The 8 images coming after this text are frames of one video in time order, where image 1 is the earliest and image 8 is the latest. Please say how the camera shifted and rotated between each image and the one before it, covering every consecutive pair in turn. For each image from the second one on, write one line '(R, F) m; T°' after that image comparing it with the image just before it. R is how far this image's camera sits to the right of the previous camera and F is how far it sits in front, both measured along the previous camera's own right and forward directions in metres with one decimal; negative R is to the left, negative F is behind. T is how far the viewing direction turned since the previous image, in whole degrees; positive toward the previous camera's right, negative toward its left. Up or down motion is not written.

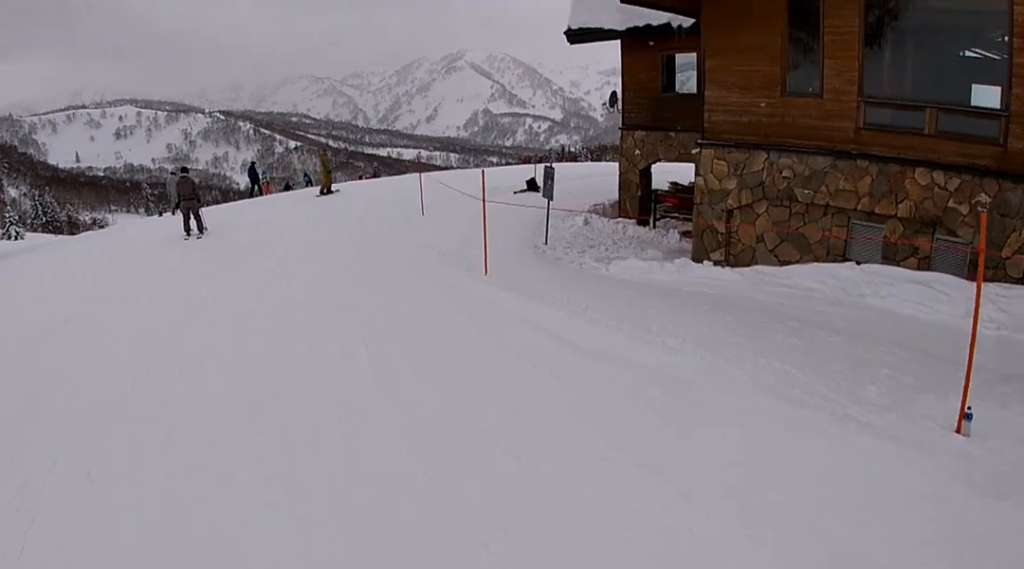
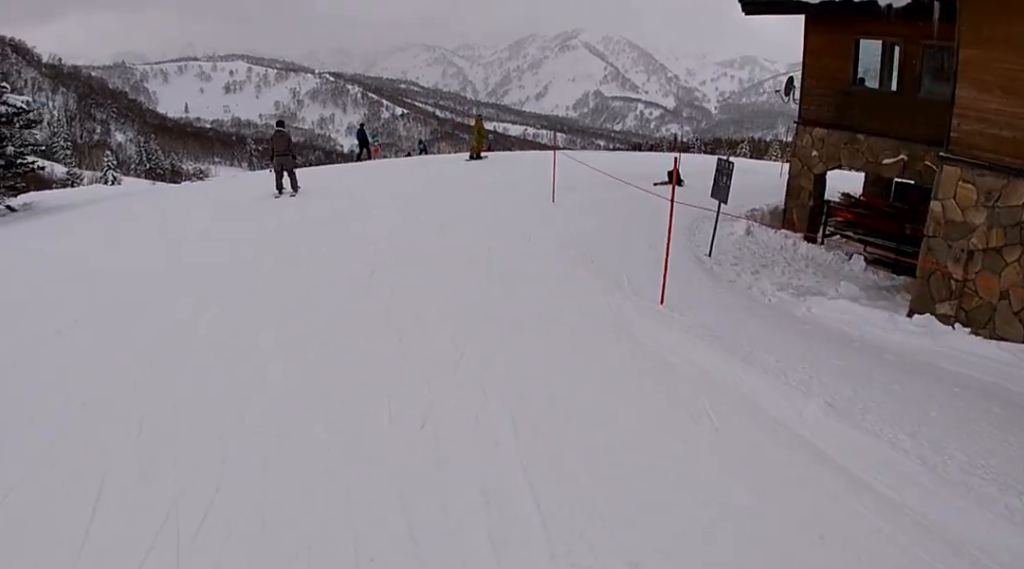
(+0.1, +2.4) m; +2°
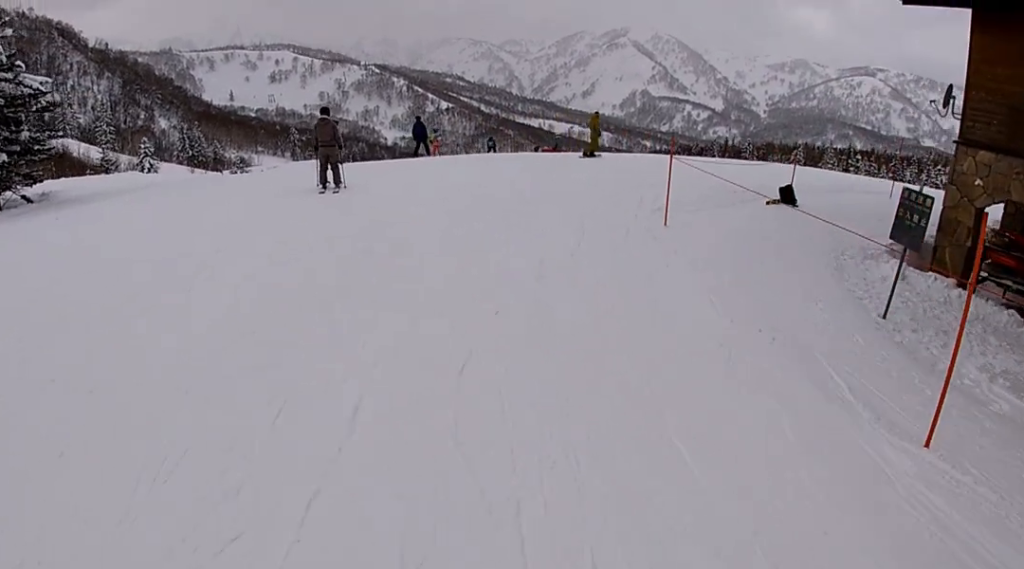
(0.0, +2.9) m; +1°
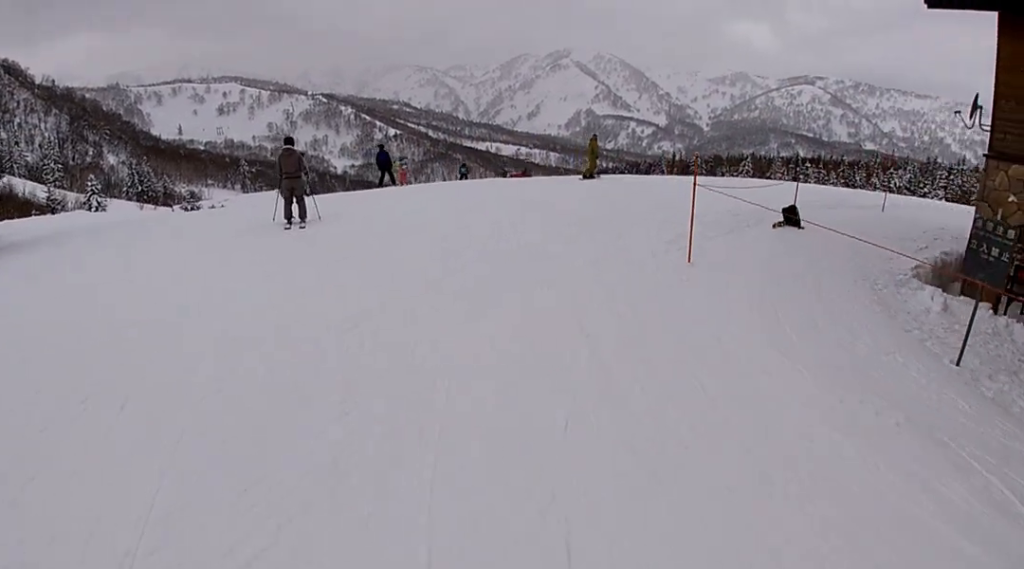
(0.0, +1.8) m; 0°
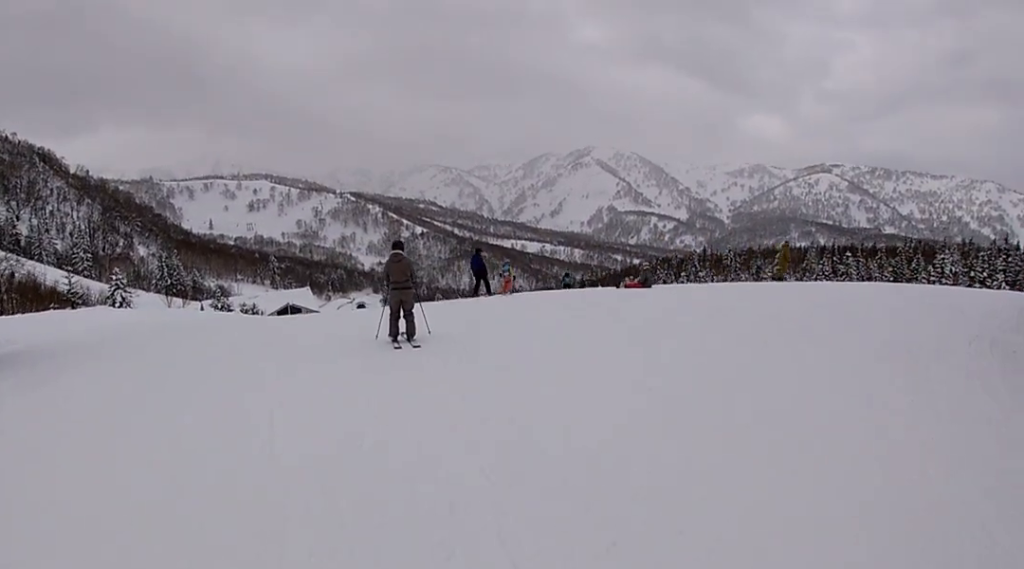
(+0.1, +5.7) m; +1°
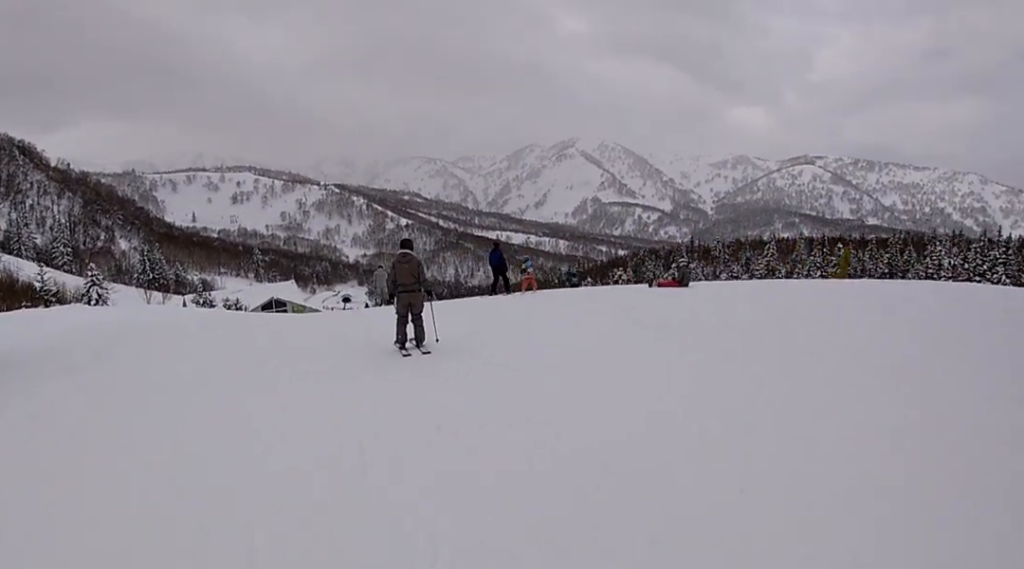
(0.0, +2.8) m; -2°
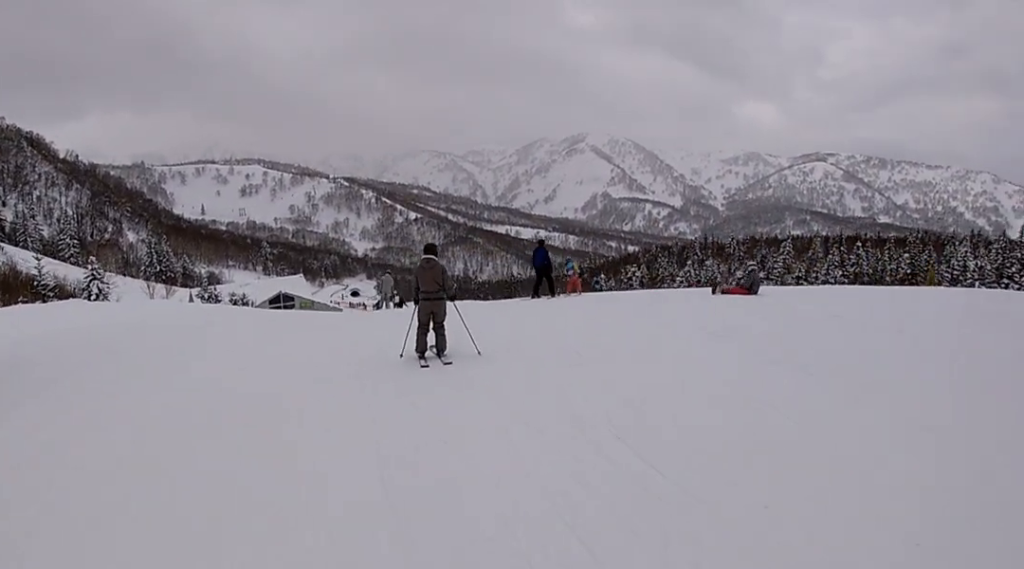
(-0.1, +2.8) m; -2°
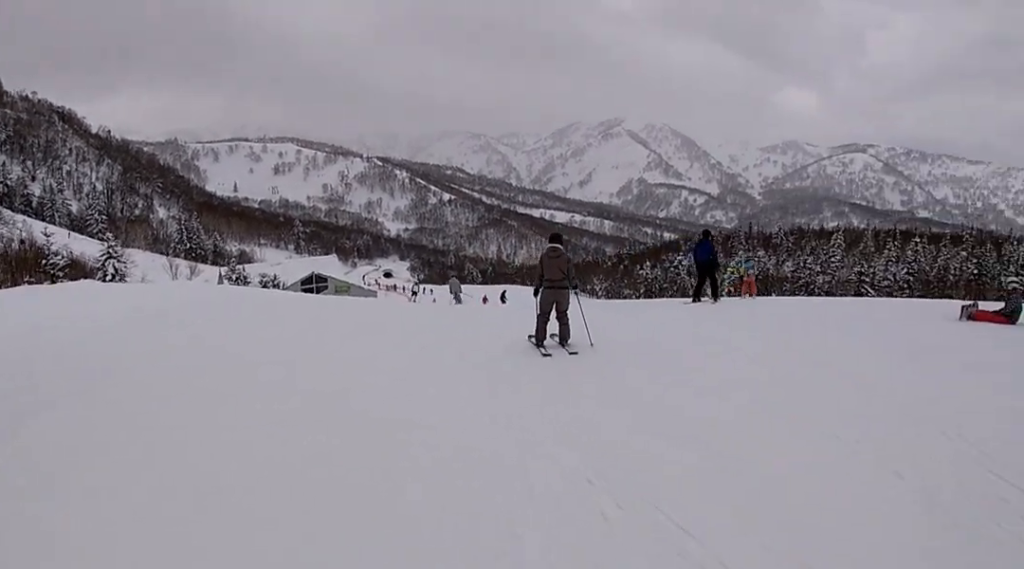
(-0.1, +6.3) m; +2°
